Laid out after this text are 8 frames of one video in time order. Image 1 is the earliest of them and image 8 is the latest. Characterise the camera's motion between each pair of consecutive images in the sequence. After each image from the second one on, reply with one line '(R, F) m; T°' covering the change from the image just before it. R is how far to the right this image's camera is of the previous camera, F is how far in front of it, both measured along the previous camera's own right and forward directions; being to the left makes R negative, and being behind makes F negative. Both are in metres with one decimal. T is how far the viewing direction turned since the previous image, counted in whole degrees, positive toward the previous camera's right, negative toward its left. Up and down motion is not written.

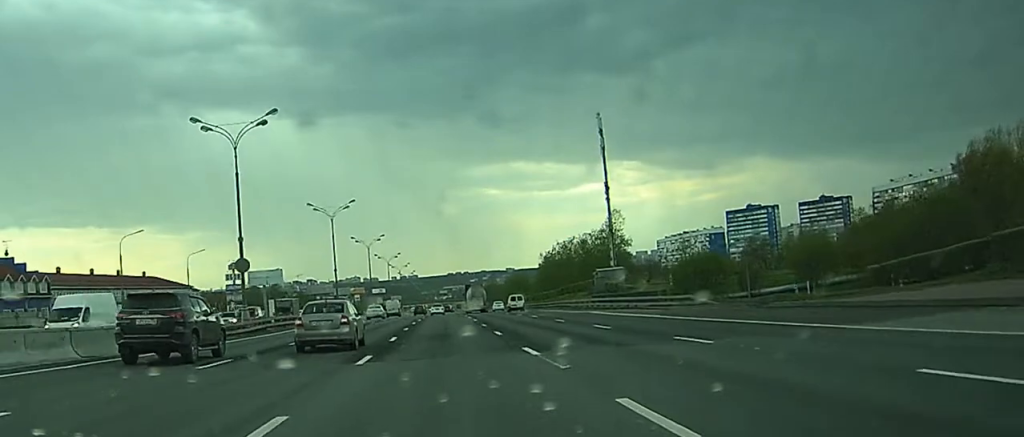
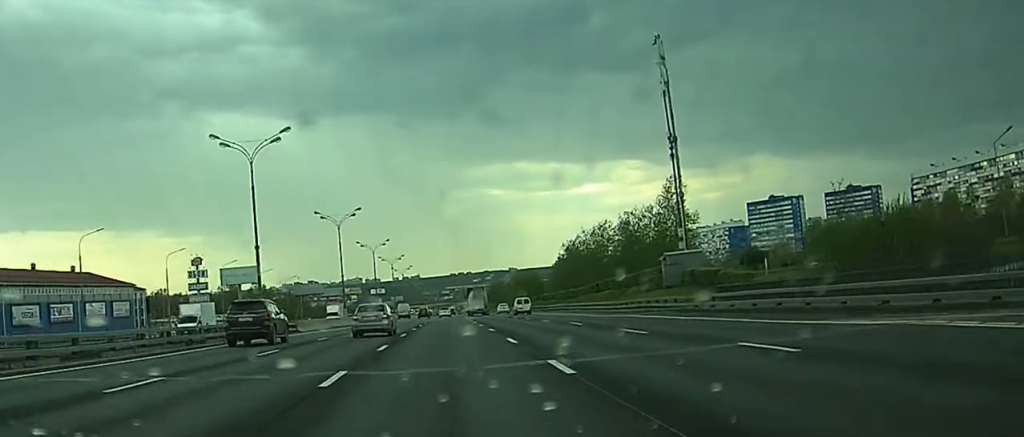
(+0.1, +39.2) m; 0°
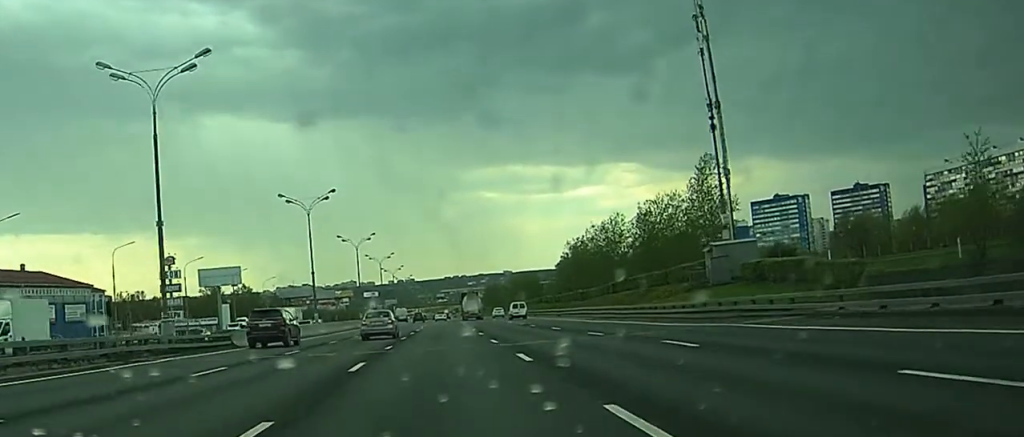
(0.0, +14.4) m; 0°
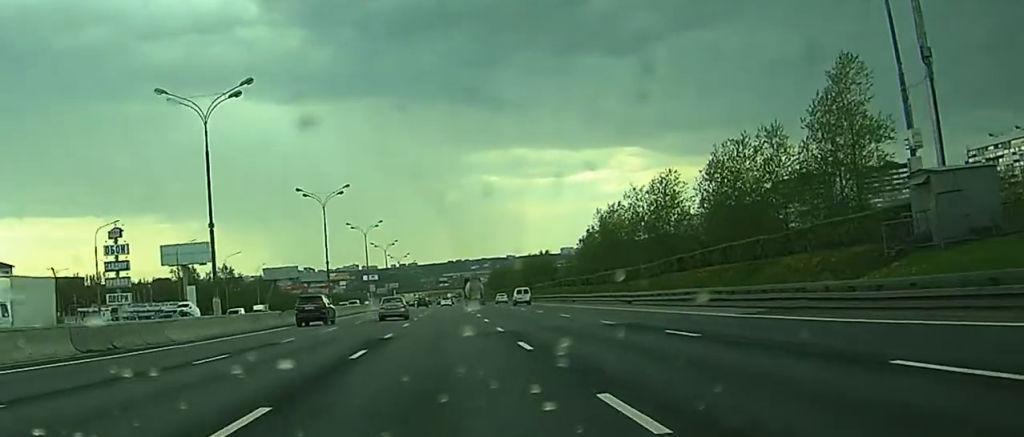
(0.0, +25.5) m; 0°
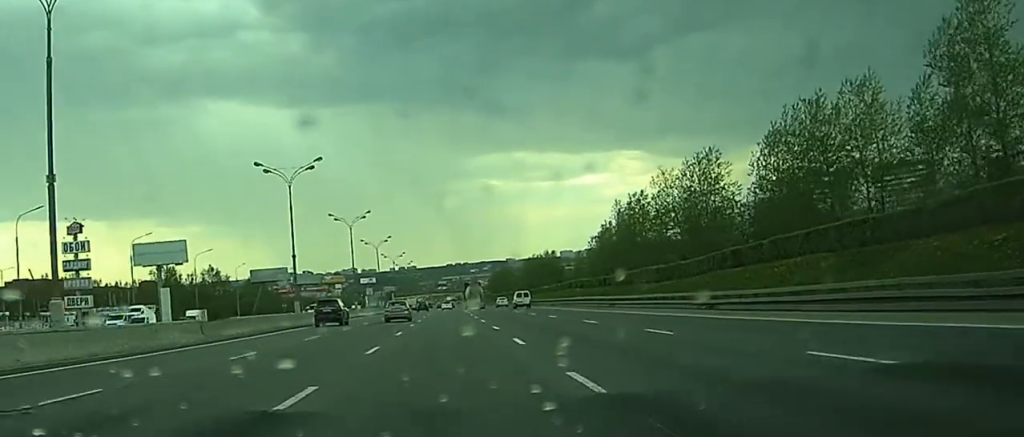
(-0.1, +15.0) m; 0°
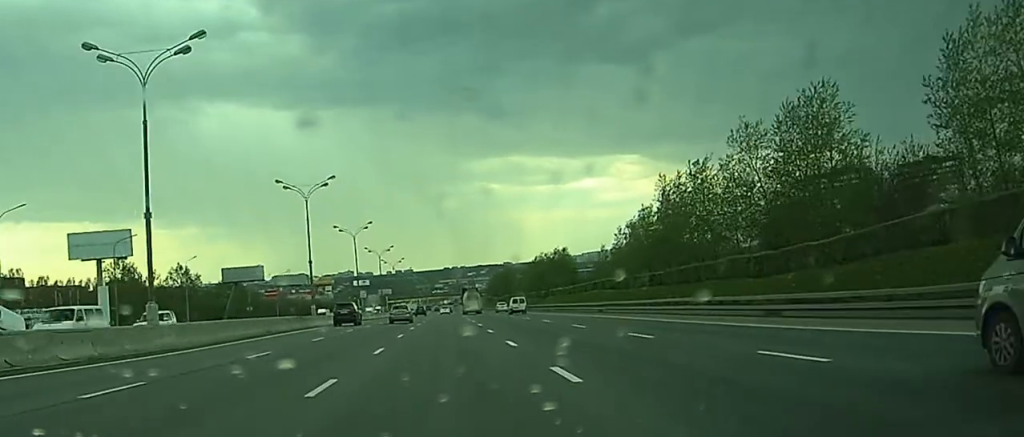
(+0.1, +33.1) m; 0°
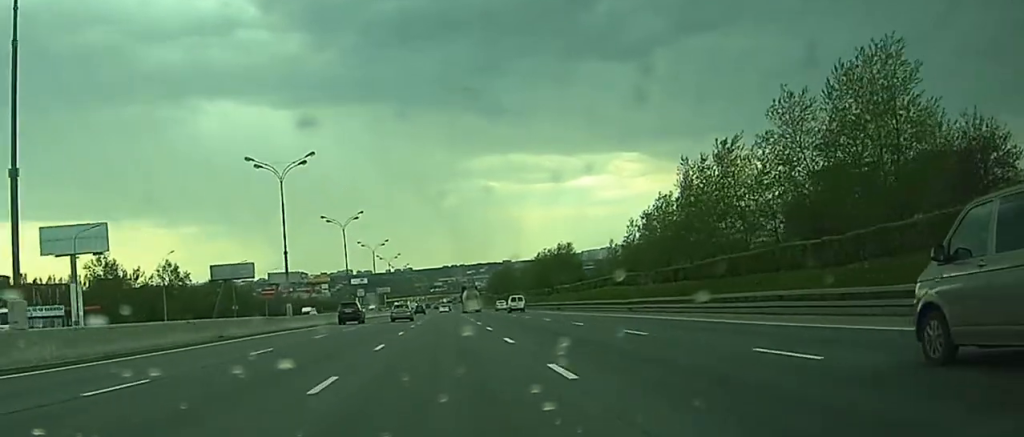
(0.0, +12.5) m; 0°
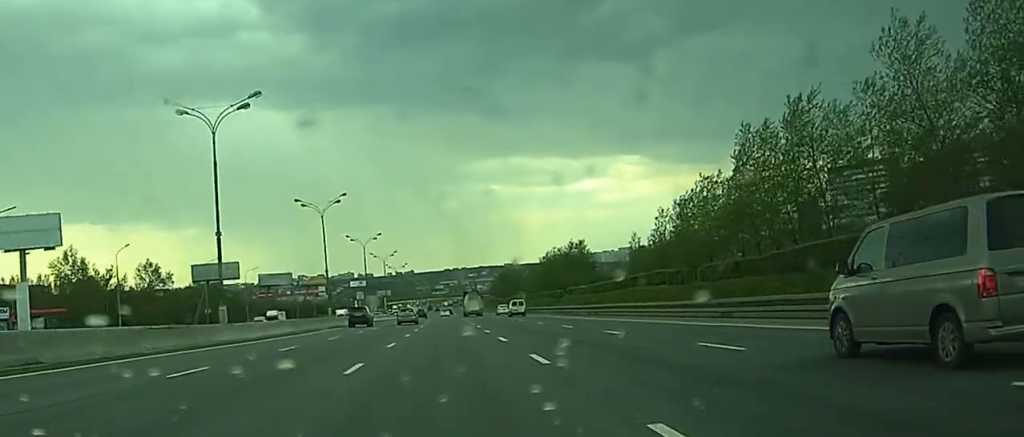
(0.0, +22.0) m; 0°
